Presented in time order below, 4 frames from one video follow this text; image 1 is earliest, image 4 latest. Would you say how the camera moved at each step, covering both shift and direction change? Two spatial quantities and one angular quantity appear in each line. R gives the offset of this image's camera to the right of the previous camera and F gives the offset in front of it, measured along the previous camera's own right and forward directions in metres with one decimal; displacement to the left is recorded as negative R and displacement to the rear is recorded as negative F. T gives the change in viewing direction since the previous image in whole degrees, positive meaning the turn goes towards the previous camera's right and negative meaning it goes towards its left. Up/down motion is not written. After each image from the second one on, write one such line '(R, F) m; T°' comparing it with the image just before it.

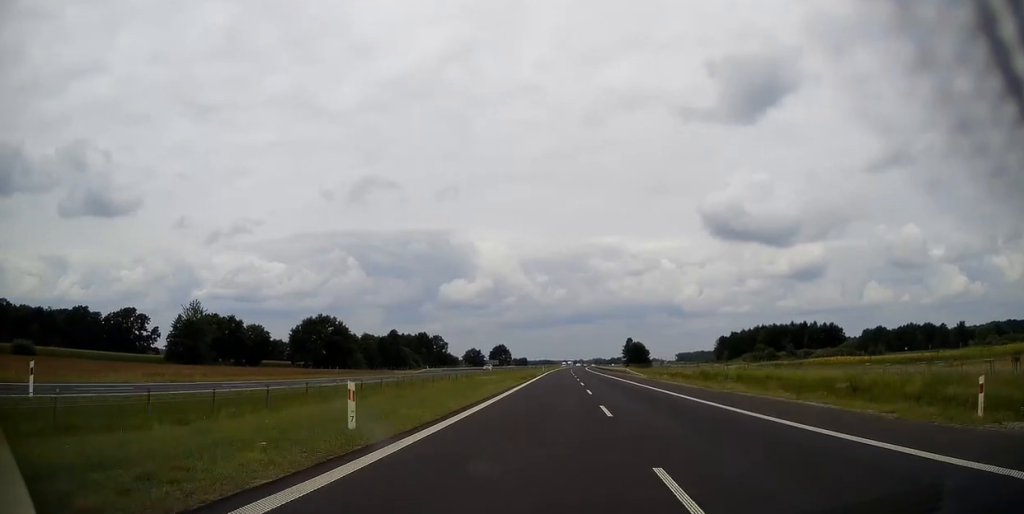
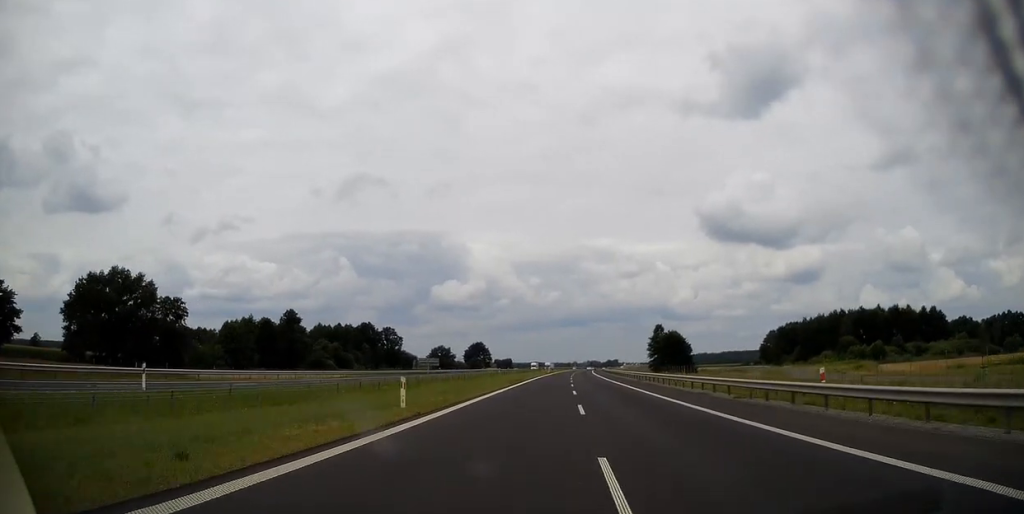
(+0.5, +95.0) m; +1°
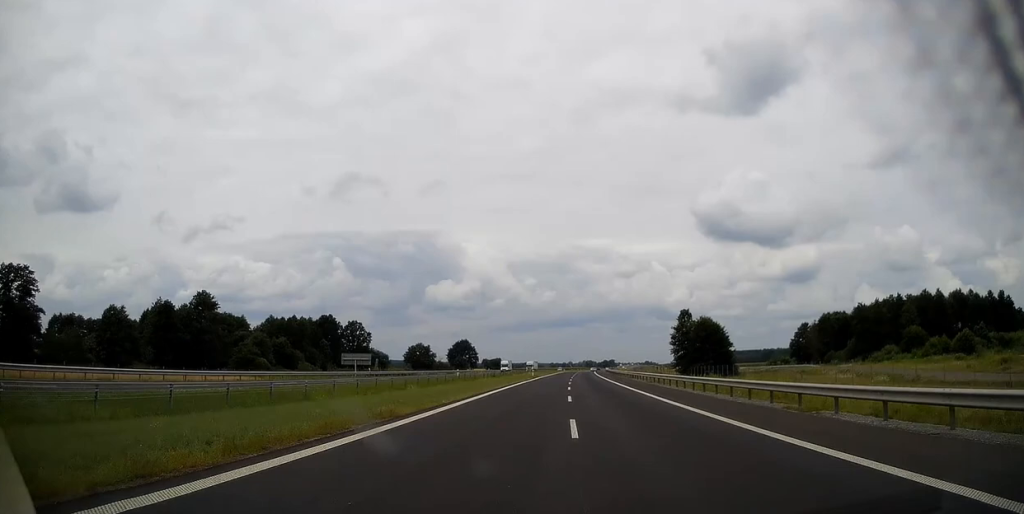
(+0.3, +42.8) m; +1°
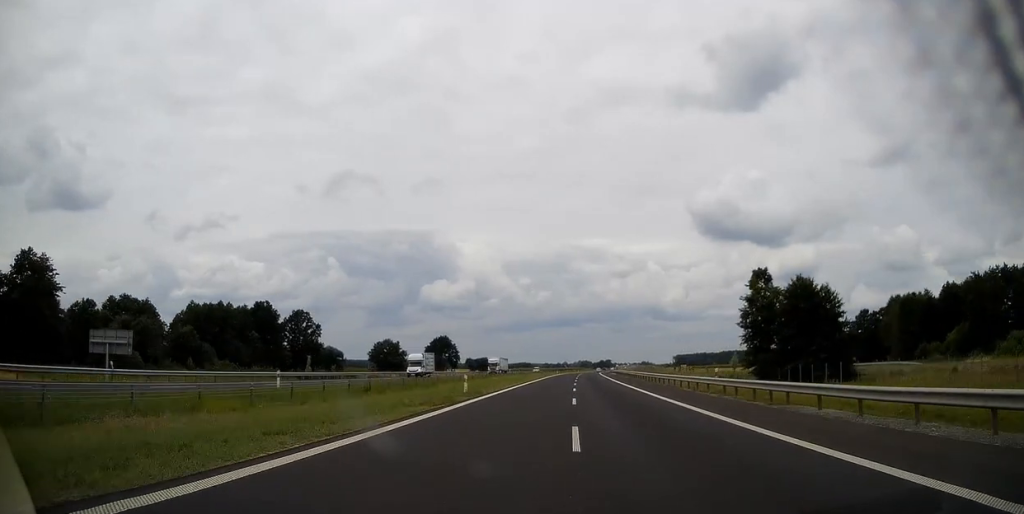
(0.0, +48.6) m; 0°
